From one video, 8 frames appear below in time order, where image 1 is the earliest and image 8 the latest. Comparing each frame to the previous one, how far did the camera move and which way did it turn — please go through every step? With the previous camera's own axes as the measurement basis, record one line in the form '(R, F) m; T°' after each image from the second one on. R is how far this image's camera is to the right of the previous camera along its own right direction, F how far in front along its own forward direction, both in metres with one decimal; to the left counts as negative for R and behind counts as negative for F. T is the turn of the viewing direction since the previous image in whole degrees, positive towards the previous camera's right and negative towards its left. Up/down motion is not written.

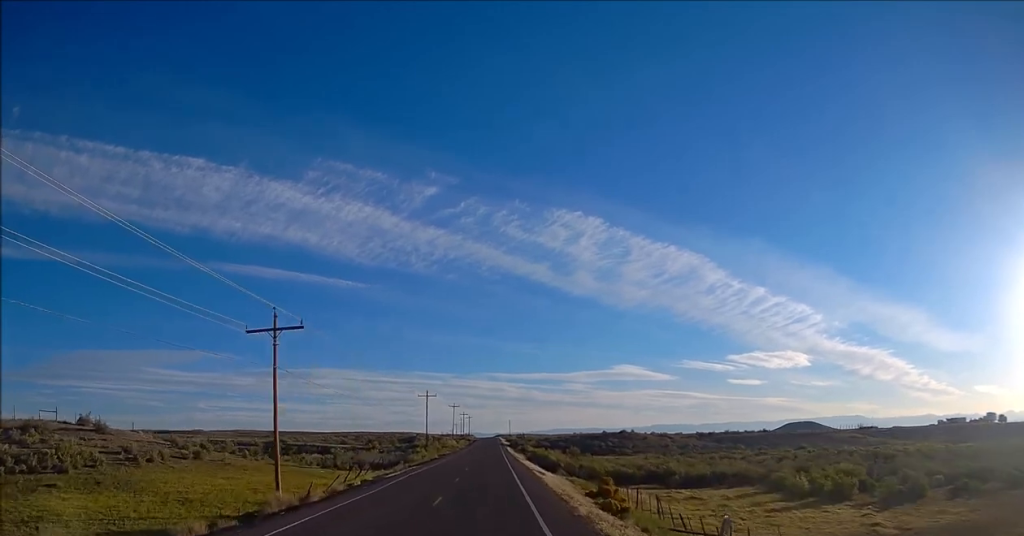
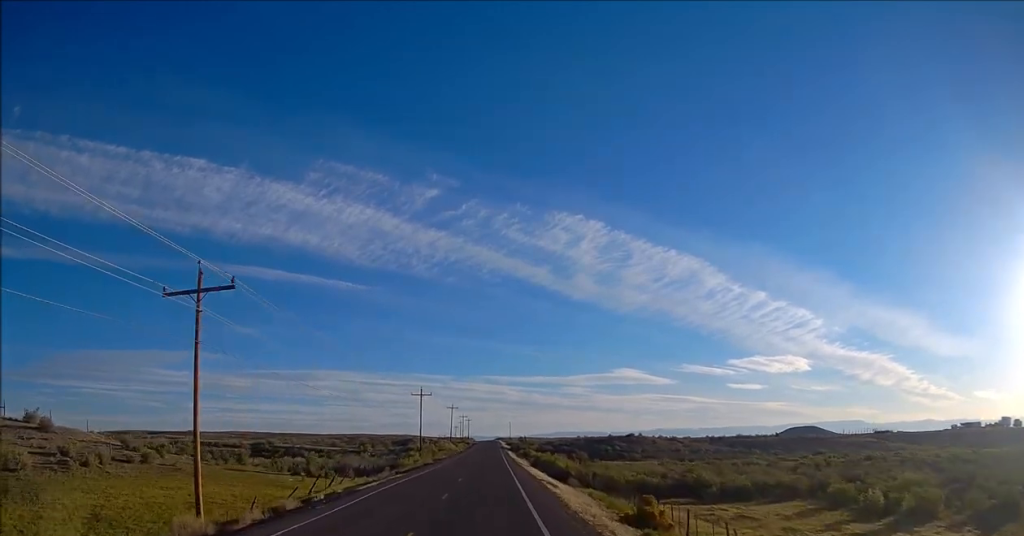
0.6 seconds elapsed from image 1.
(+0.1, +8.9) m; 0°
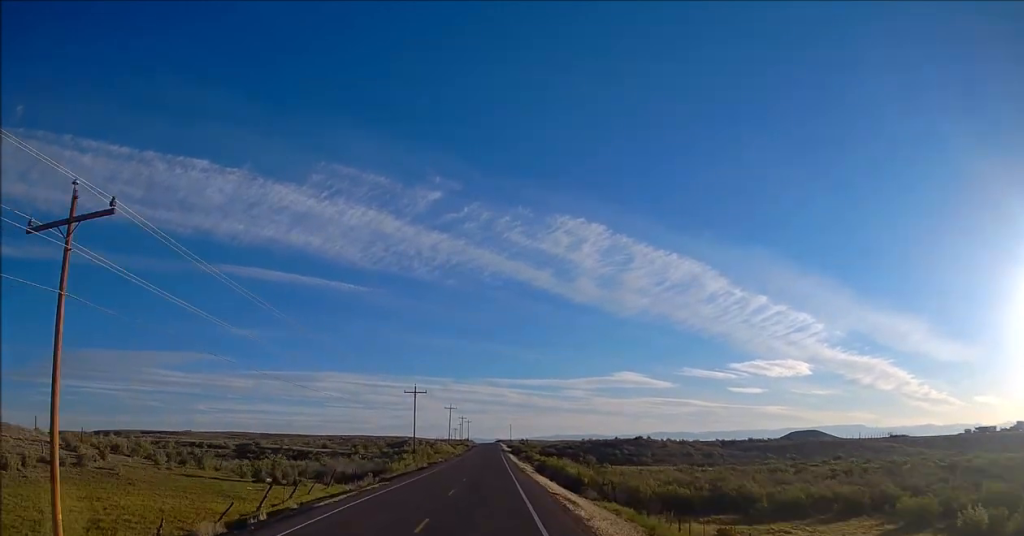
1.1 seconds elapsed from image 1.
(0.0, +8.3) m; 0°
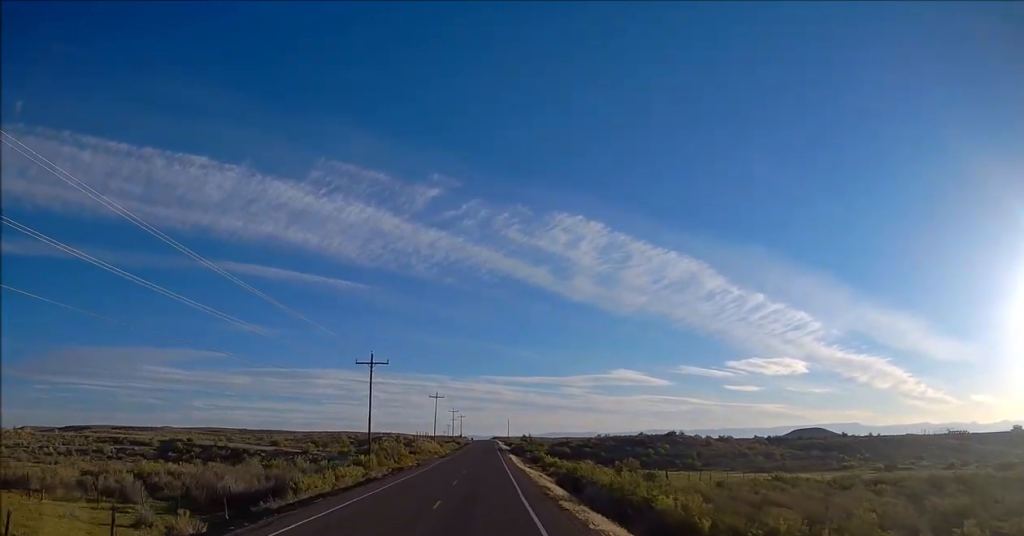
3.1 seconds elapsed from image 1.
(0.0, +31.5) m; 0°
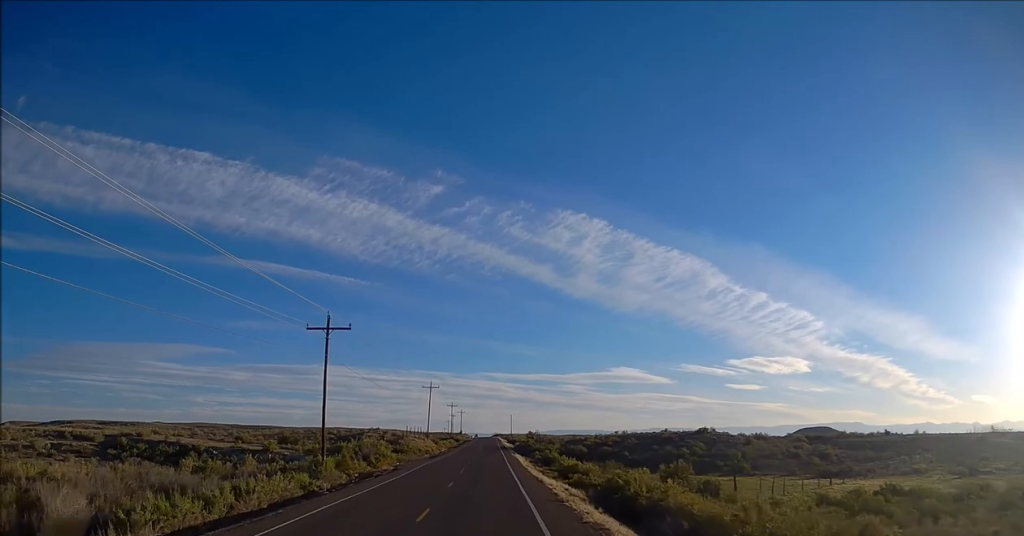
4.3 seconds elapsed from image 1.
(+0.1, +16.6) m; 0°
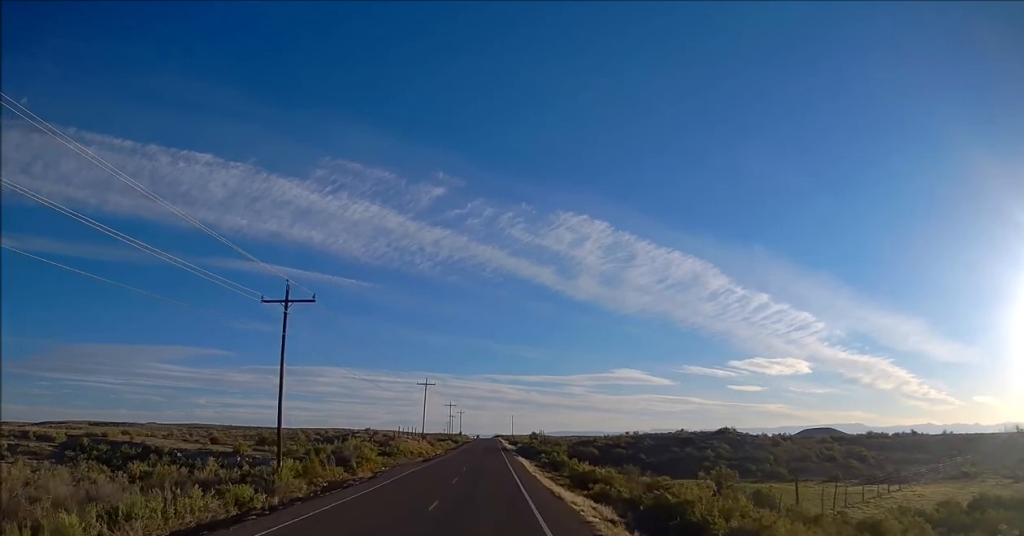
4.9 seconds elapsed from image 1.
(+0.1, +9.1) m; 0°
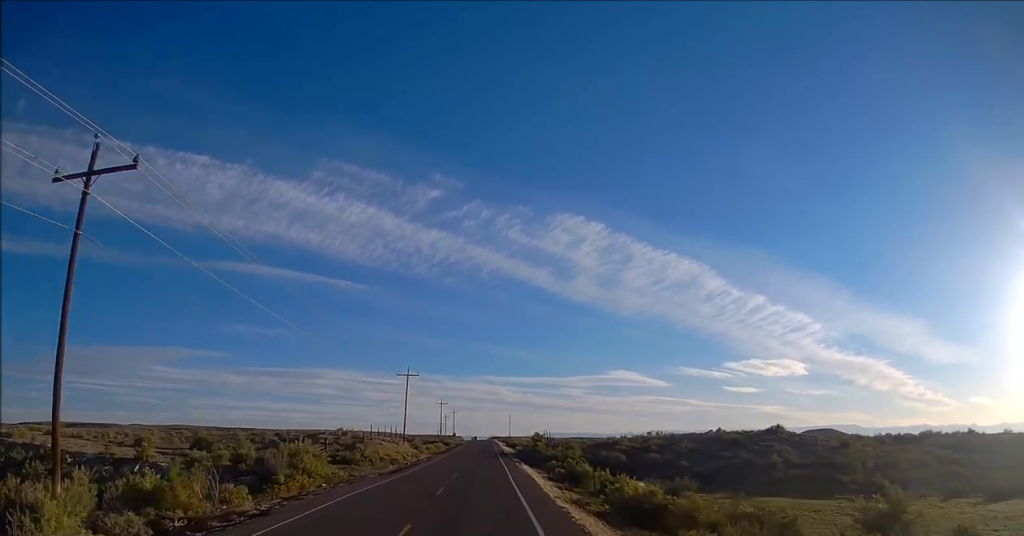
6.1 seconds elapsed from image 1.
(-0.2, +18.6) m; -1°
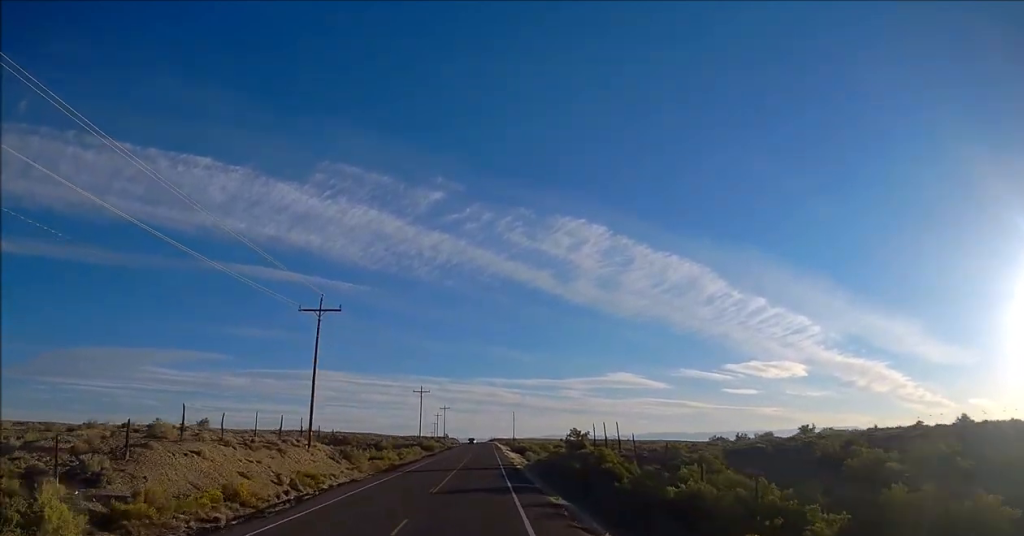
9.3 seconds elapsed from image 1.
(+0.5, +47.7) m; +1°
